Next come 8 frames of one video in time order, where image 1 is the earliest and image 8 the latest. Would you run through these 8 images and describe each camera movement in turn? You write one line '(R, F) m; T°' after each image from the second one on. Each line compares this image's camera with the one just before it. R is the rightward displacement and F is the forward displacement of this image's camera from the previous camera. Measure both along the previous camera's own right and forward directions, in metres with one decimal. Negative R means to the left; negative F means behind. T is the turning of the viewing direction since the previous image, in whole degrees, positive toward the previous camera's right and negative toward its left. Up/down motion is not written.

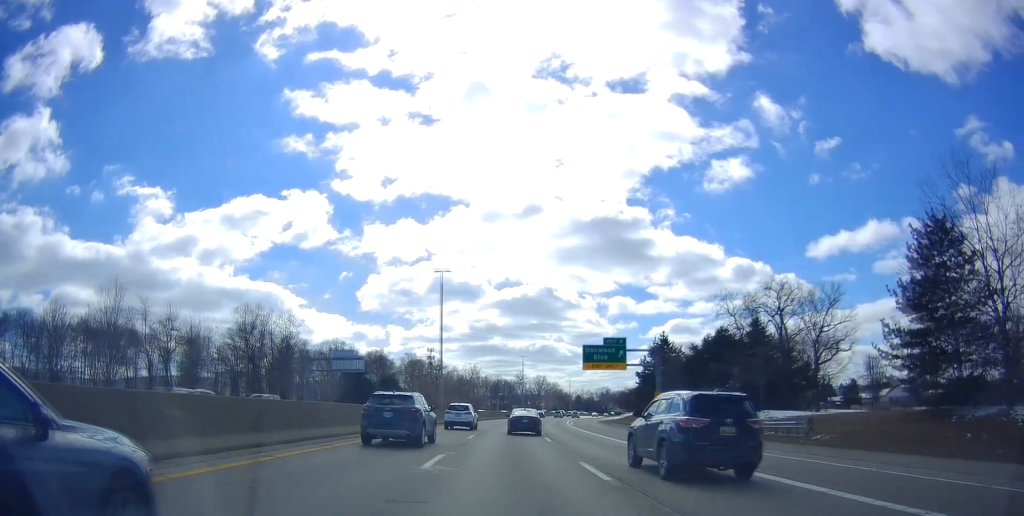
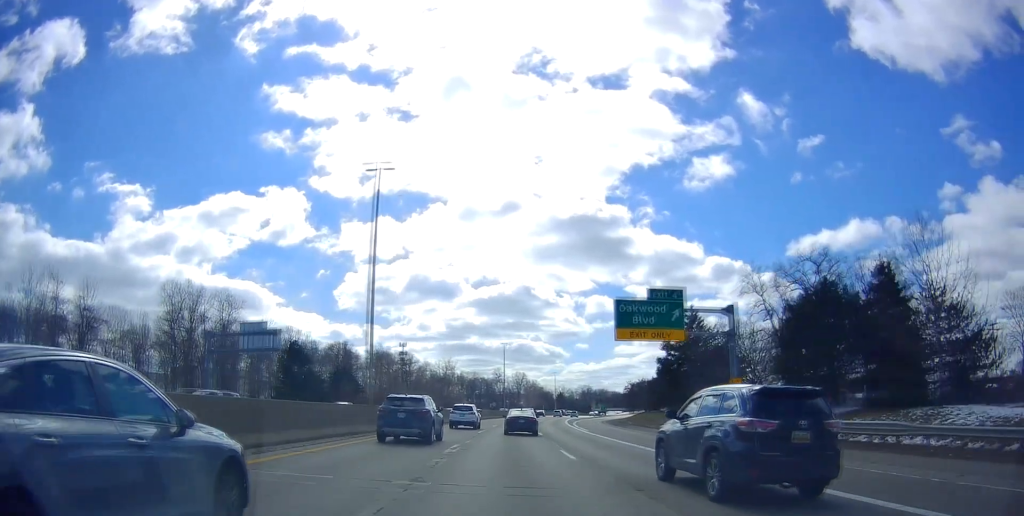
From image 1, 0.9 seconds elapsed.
(+0.4, +24.8) m; +2°
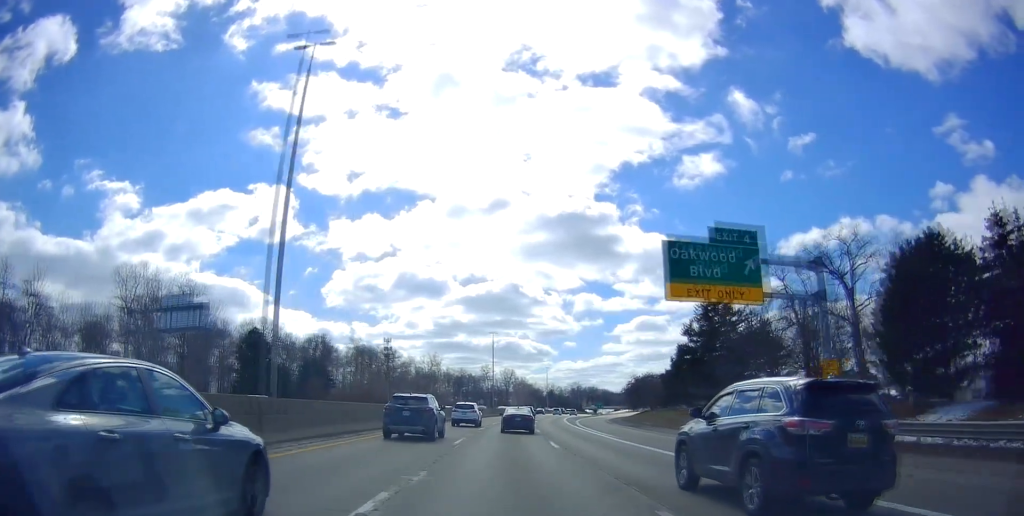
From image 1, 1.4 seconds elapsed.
(+0.2, +13.0) m; +1°
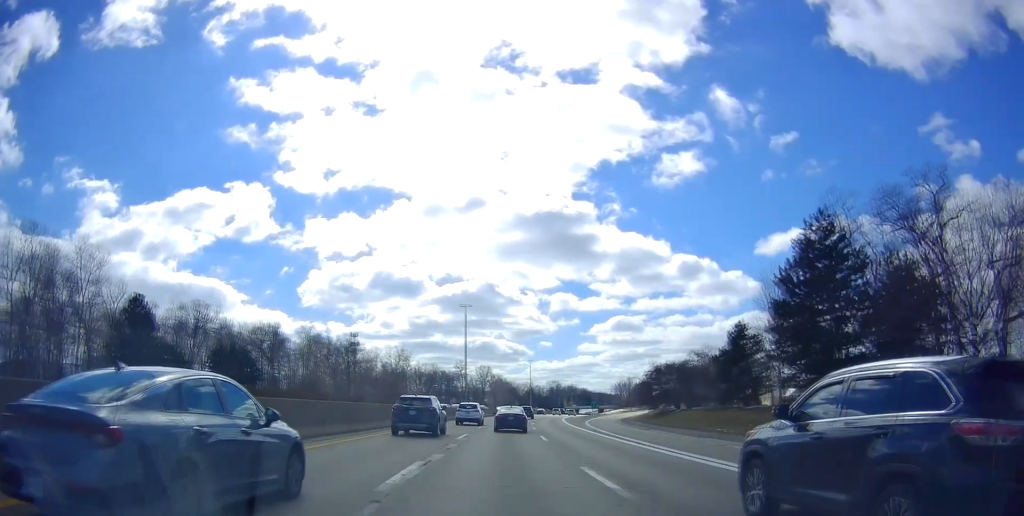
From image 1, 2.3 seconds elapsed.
(+0.6, +26.9) m; +2°
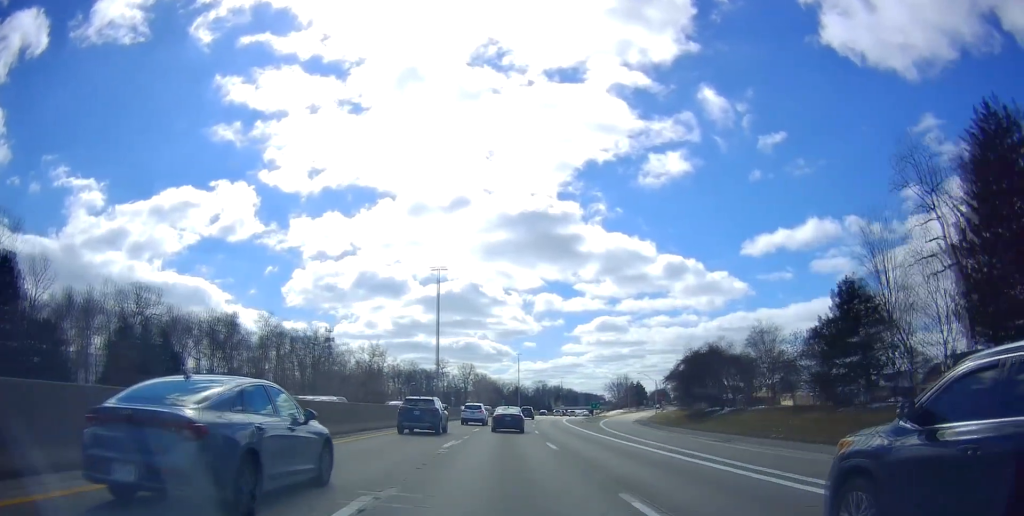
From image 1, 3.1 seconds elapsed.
(+0.2, +20.4) m; +2°
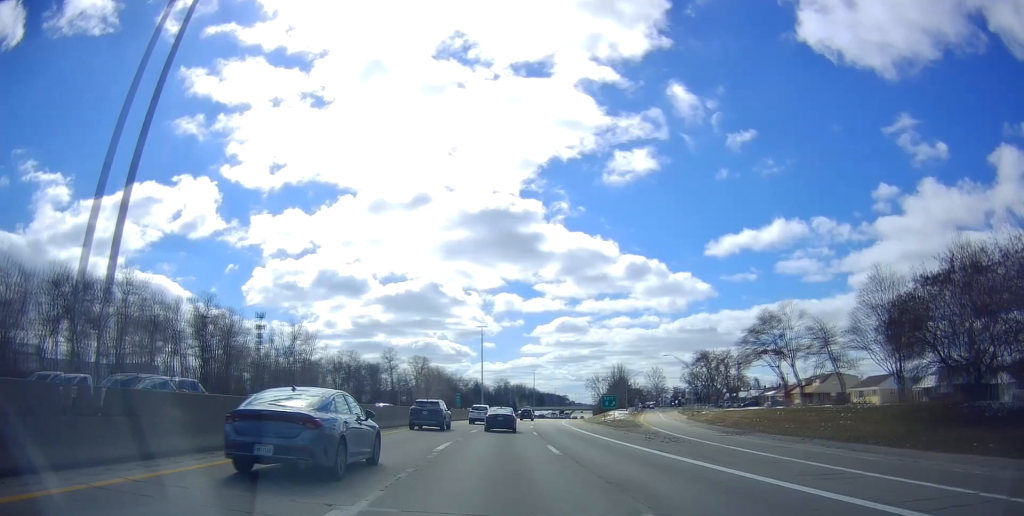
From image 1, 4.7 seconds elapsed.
(+2.3, +47.0) m; +4°
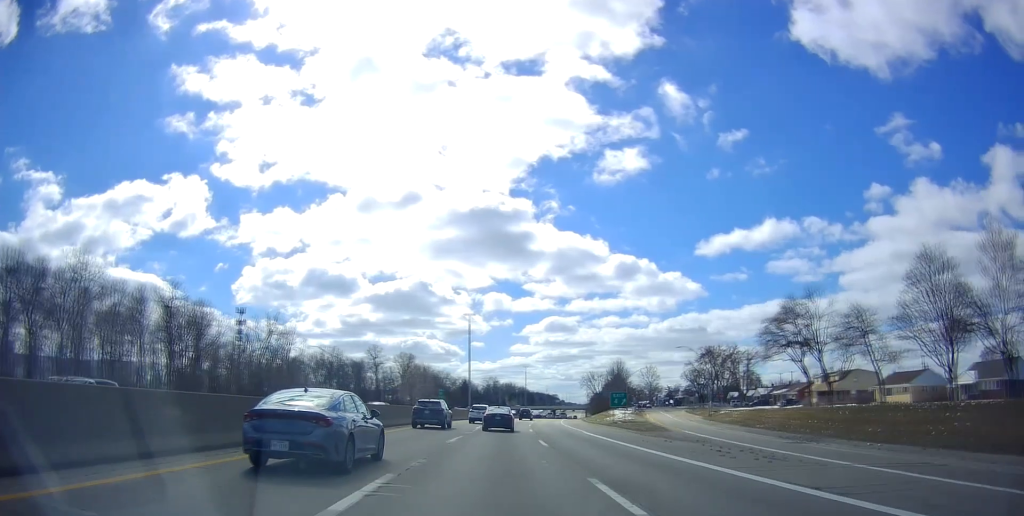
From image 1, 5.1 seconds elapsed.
(+0.1, +11.3) m; +1°
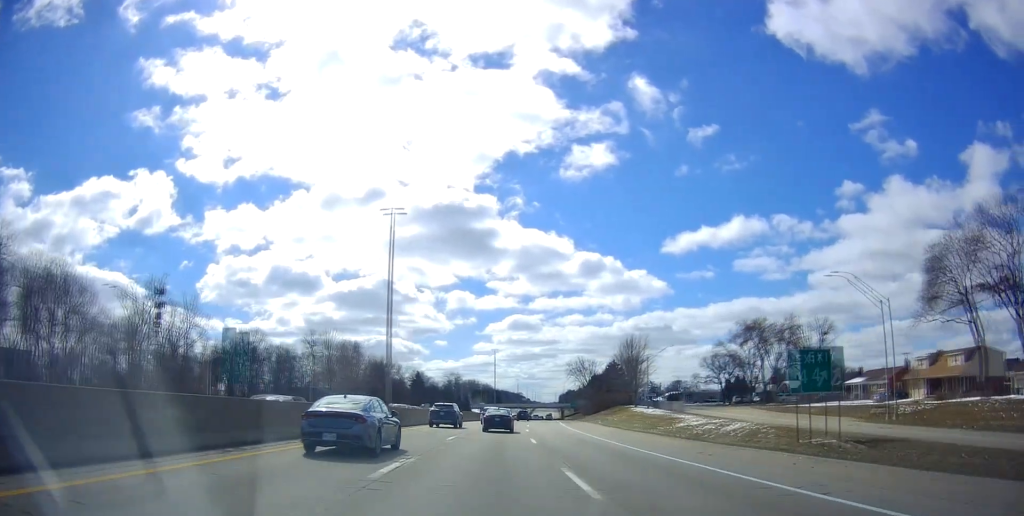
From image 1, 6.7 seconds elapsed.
(+0.8, +43.6) m; +3°
